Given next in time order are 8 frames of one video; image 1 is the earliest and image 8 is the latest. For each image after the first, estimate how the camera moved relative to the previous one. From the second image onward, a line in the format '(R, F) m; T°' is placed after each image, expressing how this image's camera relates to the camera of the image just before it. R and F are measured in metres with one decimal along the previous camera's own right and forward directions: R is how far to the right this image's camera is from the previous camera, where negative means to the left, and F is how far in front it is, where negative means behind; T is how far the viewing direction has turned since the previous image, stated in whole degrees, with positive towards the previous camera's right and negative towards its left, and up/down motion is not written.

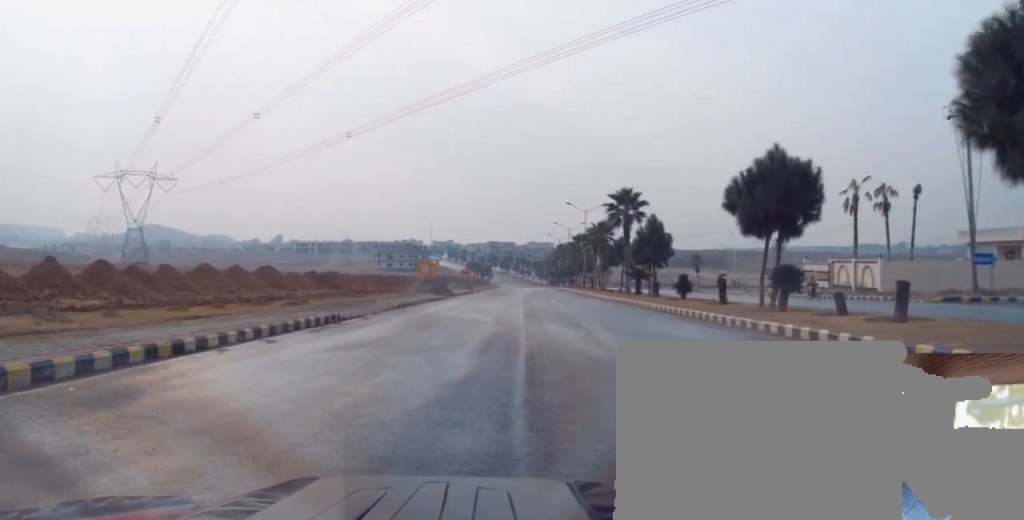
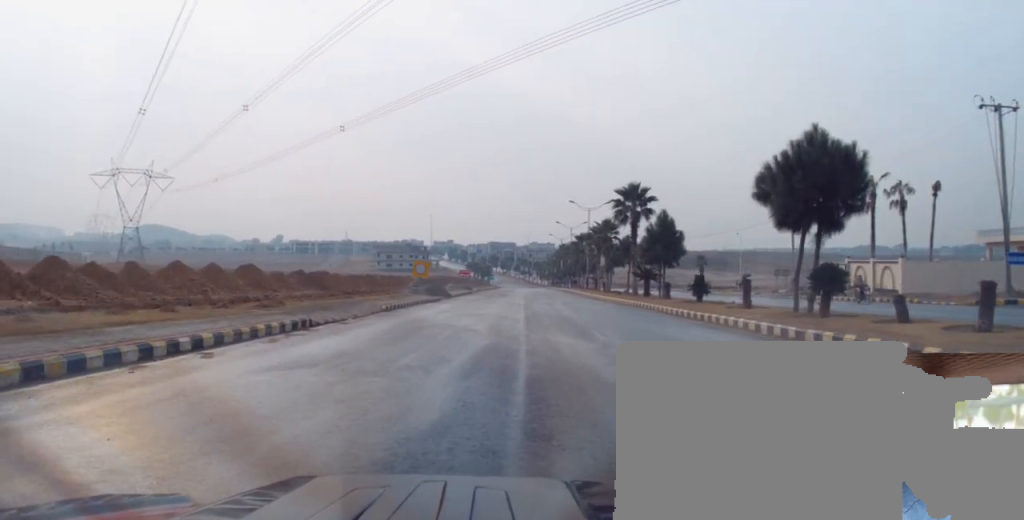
(0.0, +3.1) m; 0°
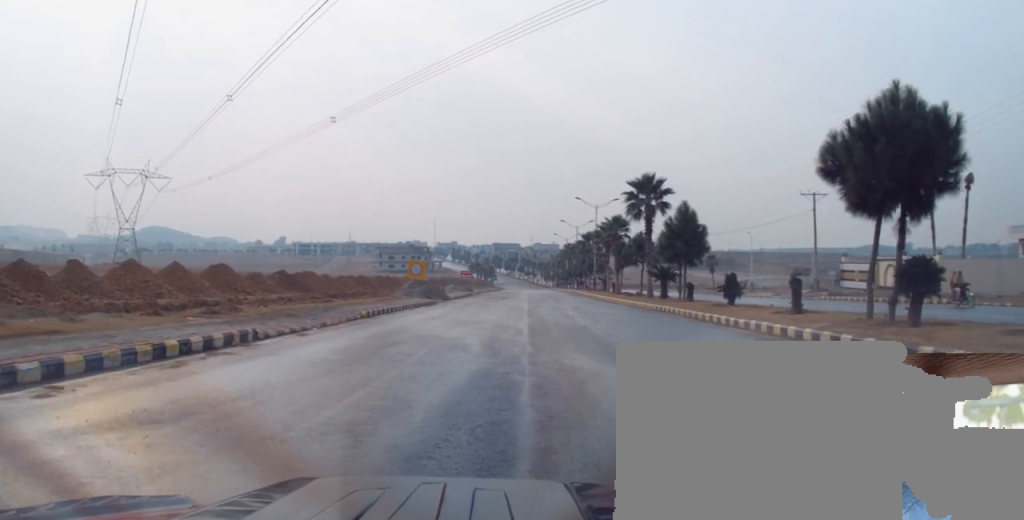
(0.0, +4.4) m; 0°
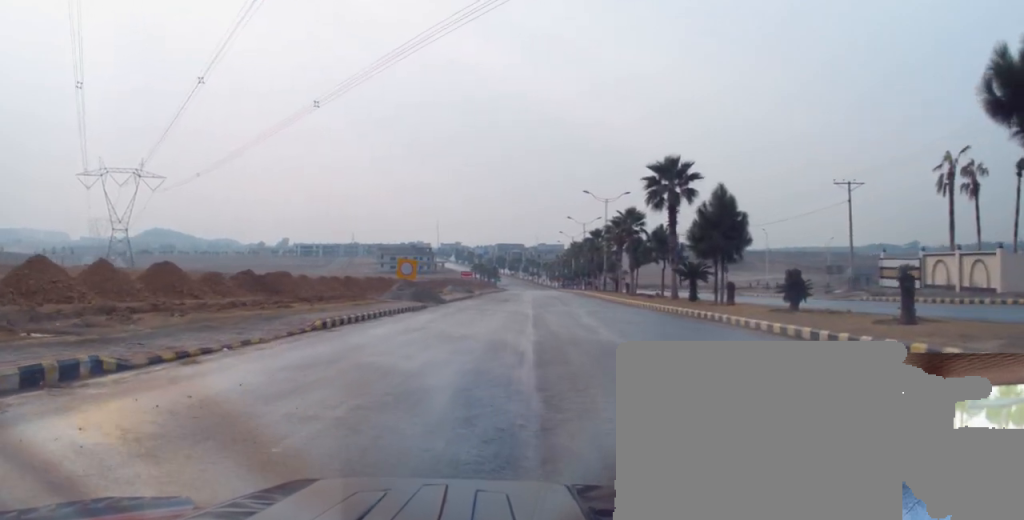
(0.0, +6.2) m; +1°
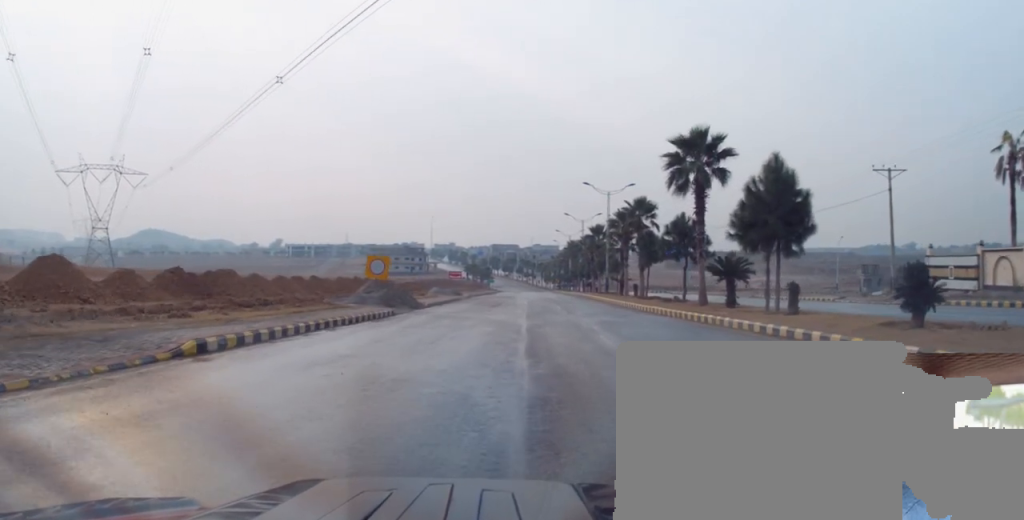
(0.0, +7.7) m; 0°
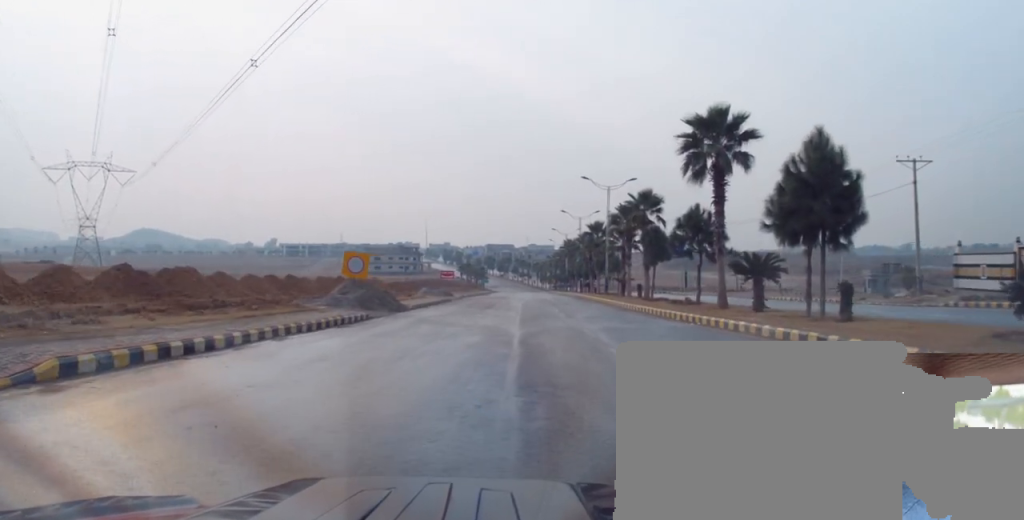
(0.0, +4.0) m; 0°
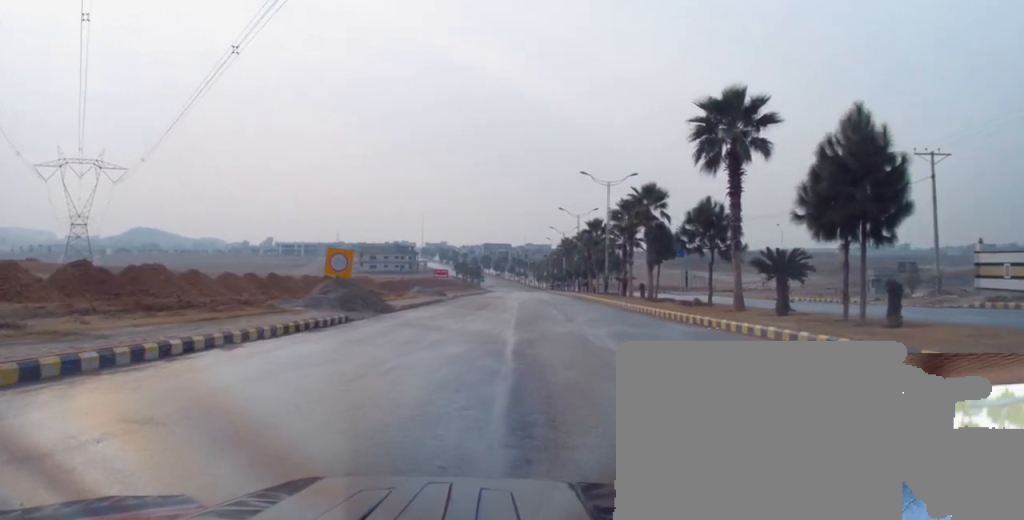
(0.0, +2.7) m; 0°
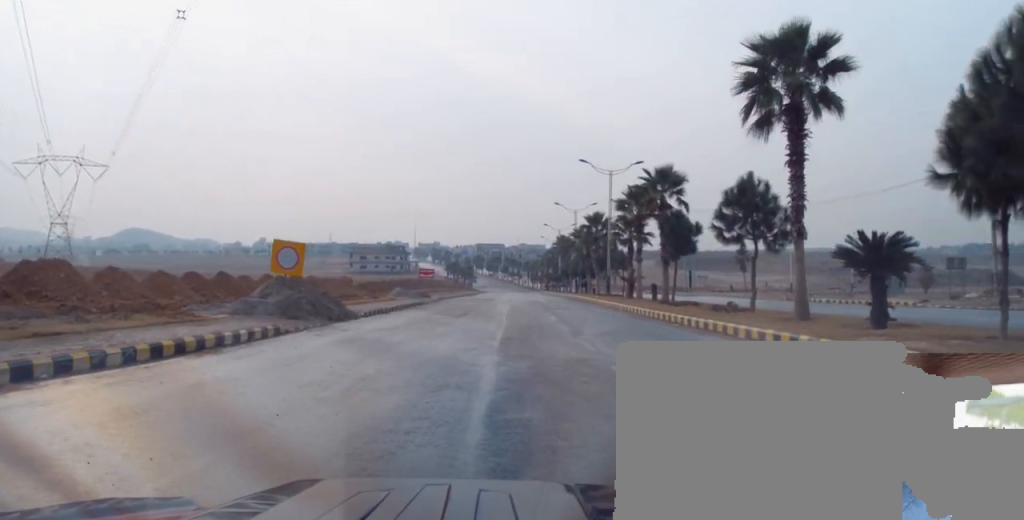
(+0.1, +6.4) m; 0°
